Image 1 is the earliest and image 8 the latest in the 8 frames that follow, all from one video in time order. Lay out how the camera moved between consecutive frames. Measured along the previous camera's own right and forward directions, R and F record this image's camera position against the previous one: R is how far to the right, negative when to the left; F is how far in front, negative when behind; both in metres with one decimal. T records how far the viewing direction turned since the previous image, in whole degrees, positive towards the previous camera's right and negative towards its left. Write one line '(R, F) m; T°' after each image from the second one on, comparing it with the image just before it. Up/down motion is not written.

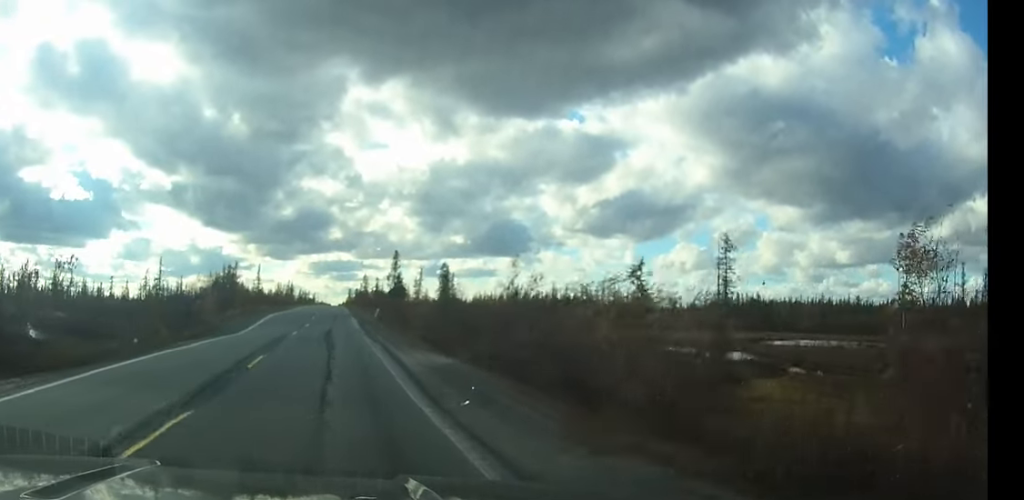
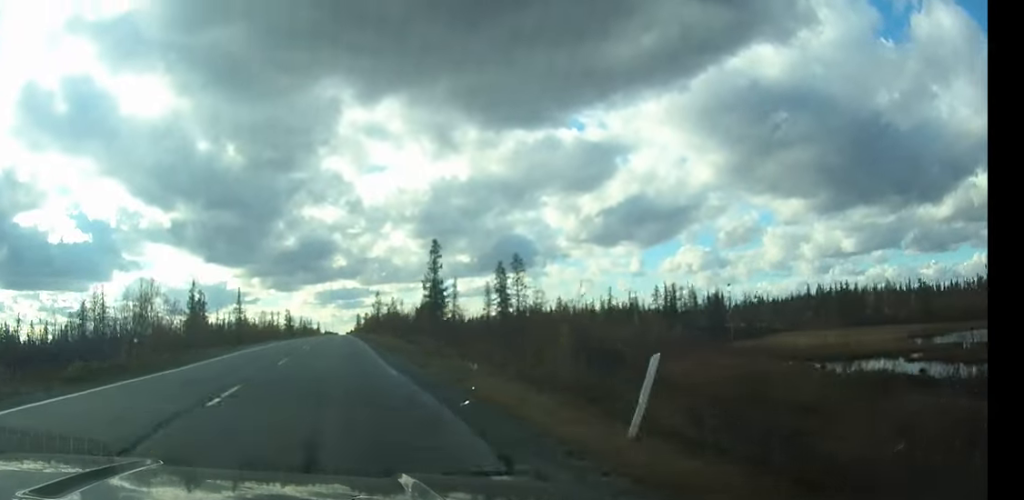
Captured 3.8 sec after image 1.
(-0.1, +57.8) m; 0°
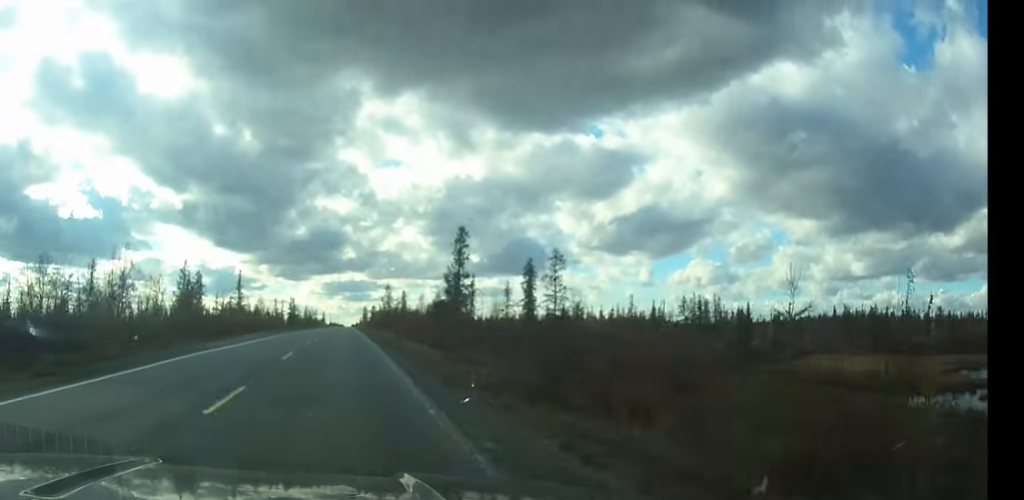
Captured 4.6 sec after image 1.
(-0.1, +13.1) m; 0°
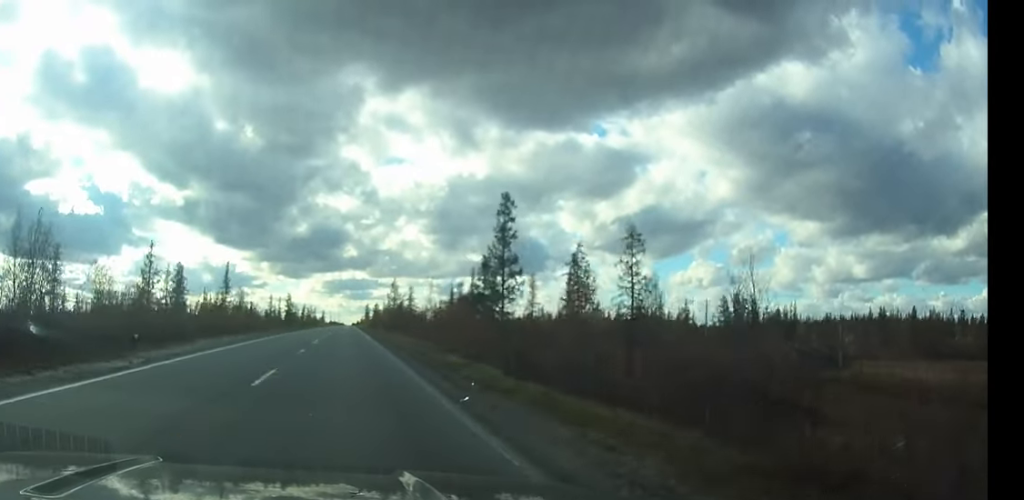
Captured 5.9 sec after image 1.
(0.0, +21.1) m; 0°
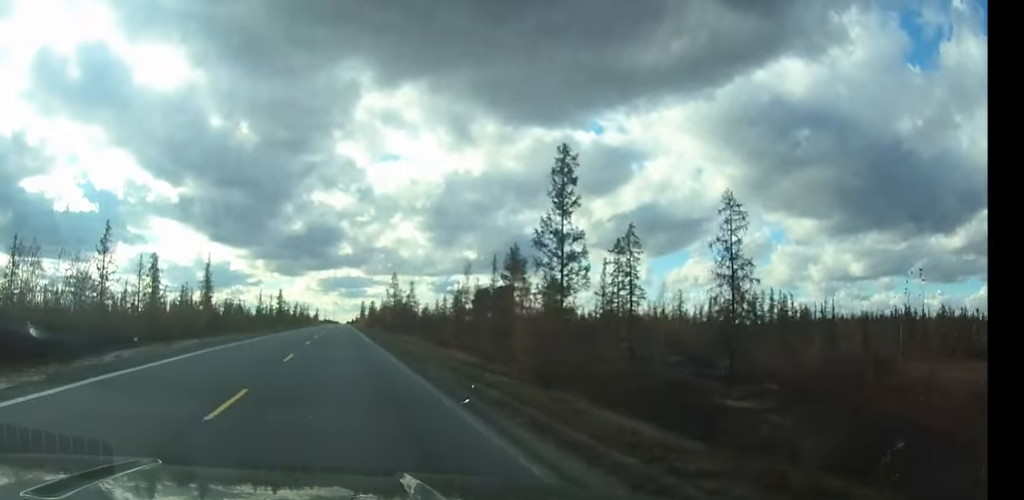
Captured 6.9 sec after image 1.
(0.0, +17.8) m; 0°
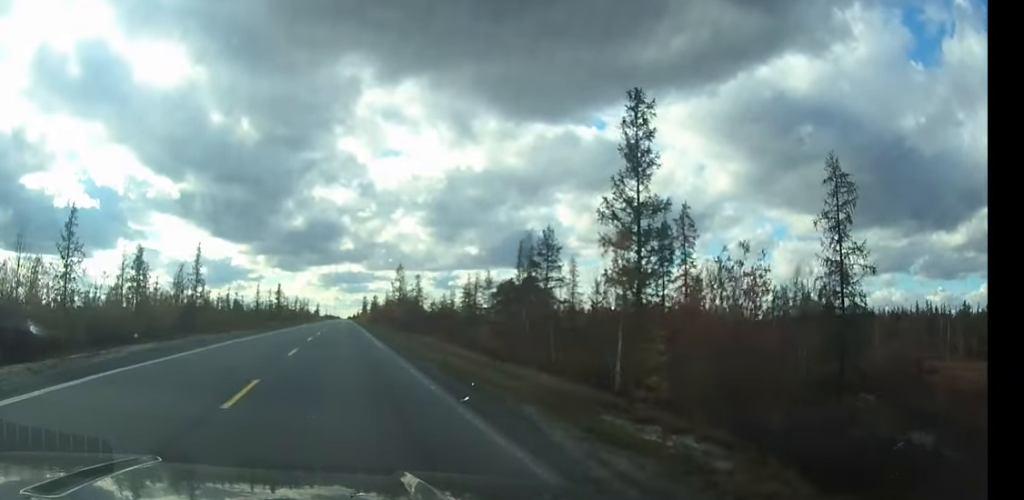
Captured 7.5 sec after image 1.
(0.0, +11.1) m; 0°
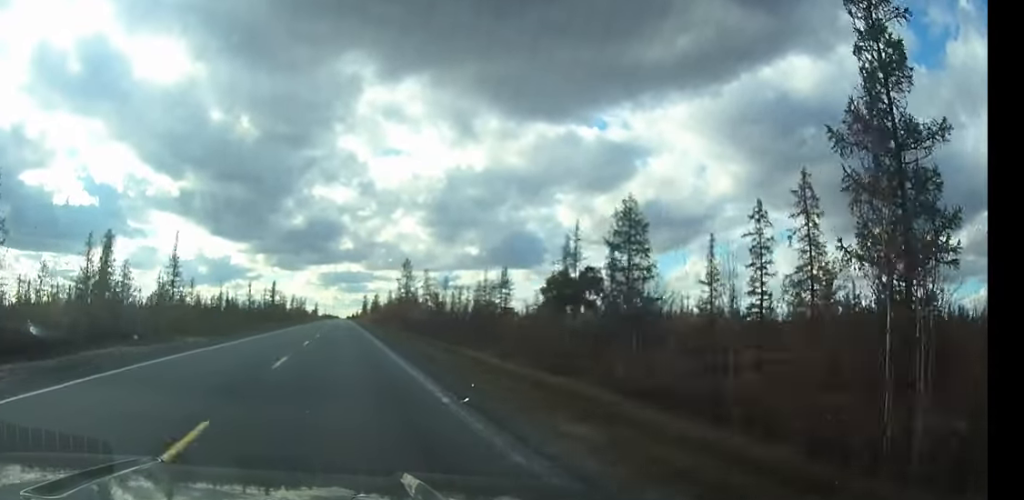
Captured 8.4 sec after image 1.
(0.0, +17.5) m; 0°
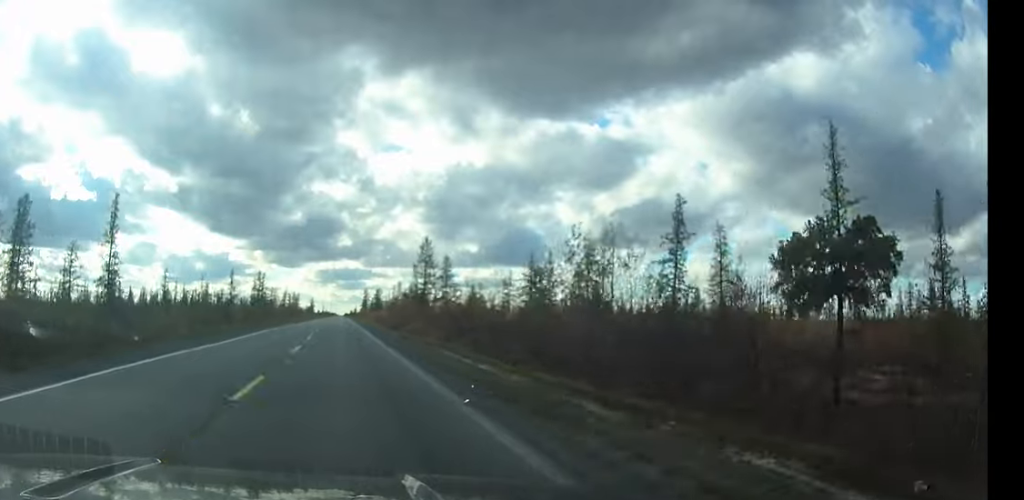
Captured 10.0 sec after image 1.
(0.0, +30.9) m; 0°
